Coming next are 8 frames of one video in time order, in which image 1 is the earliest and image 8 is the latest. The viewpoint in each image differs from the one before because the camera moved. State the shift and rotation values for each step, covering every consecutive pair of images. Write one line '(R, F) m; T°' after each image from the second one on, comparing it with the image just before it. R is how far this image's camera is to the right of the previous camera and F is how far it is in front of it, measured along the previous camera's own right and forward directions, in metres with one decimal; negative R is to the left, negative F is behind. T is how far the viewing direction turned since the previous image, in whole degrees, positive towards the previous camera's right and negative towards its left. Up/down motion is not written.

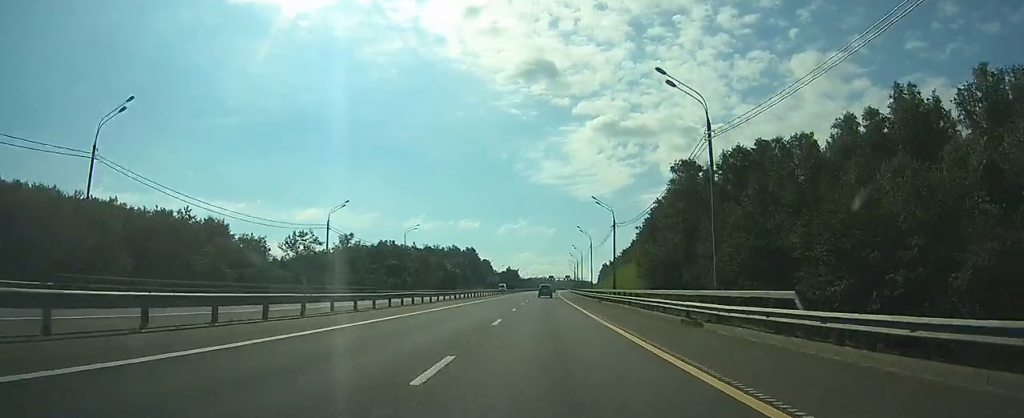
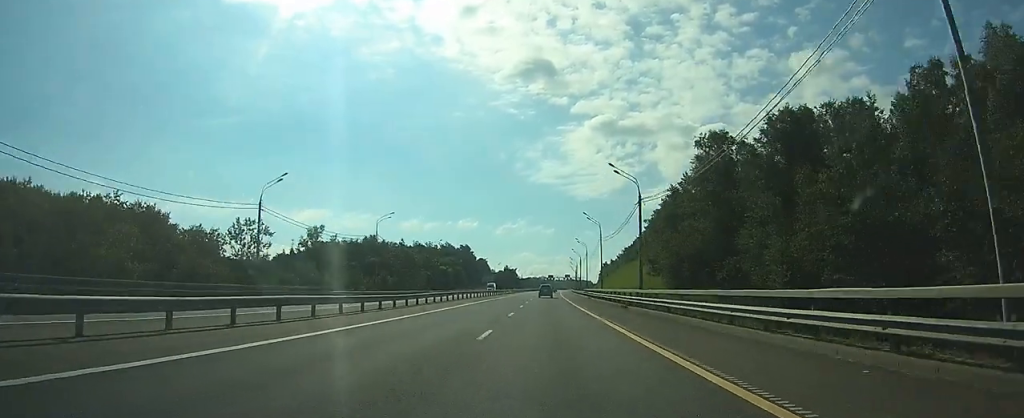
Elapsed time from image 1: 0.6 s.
(-0.1, +17.1) m; 0°
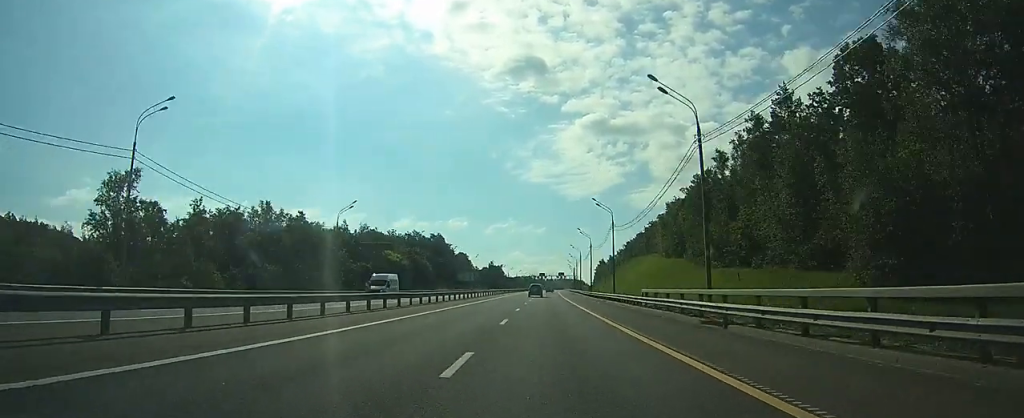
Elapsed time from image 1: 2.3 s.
(+0.3, +52.9) m; +1°
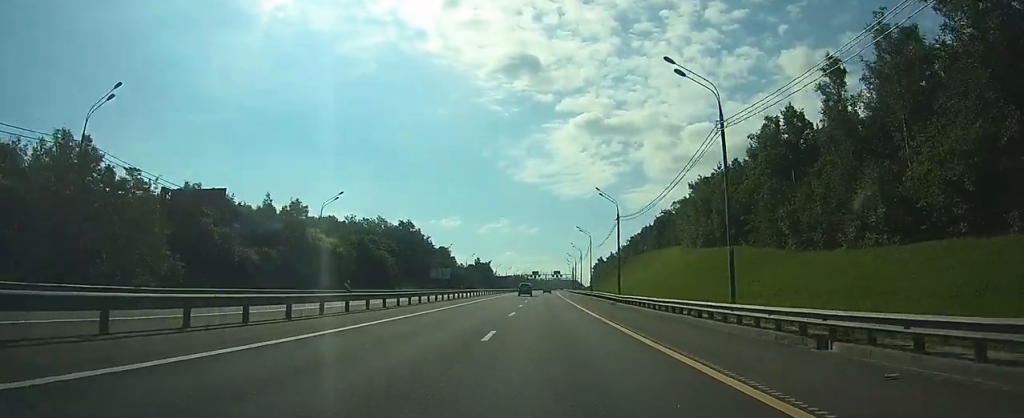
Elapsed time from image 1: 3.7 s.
(+0.2, +41.5) m; +1°
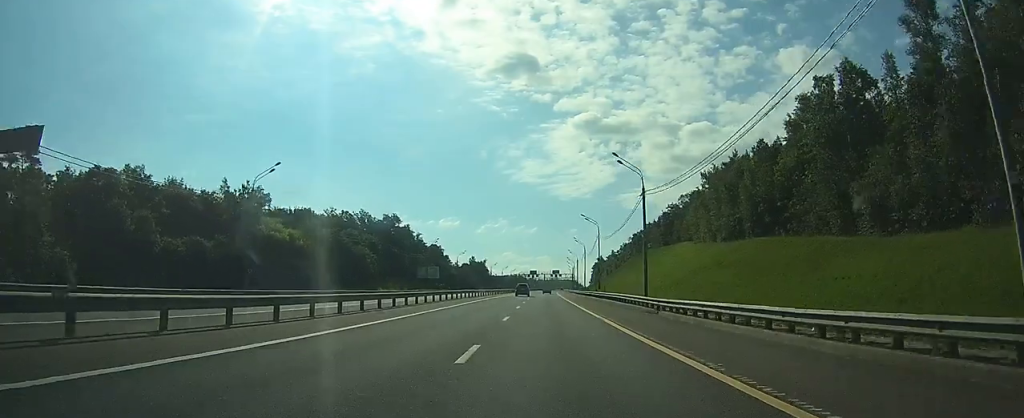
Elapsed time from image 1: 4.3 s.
(0.0, +15.7) m; 0°
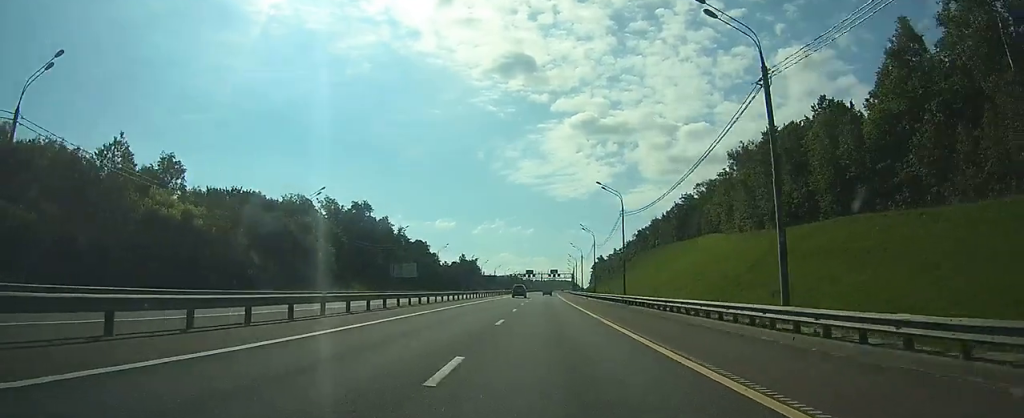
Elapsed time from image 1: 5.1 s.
(+0.1, +25.4) m; 0°
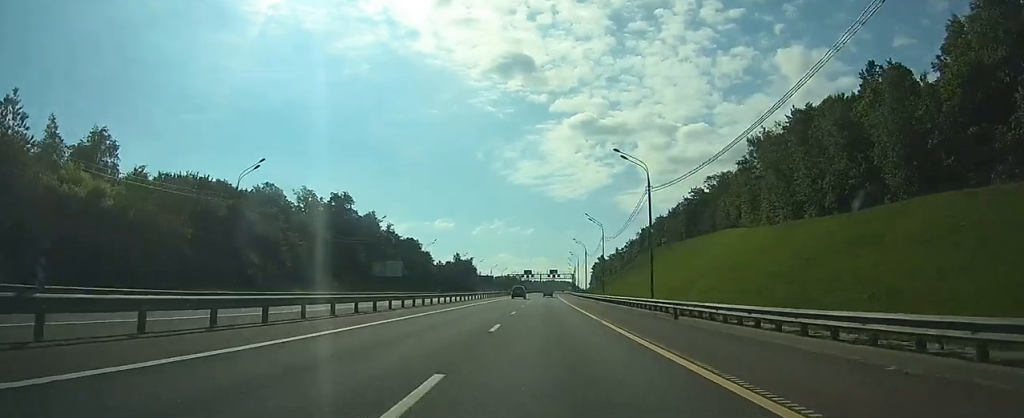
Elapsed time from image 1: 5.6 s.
(0.0, +13.7) m; 0°
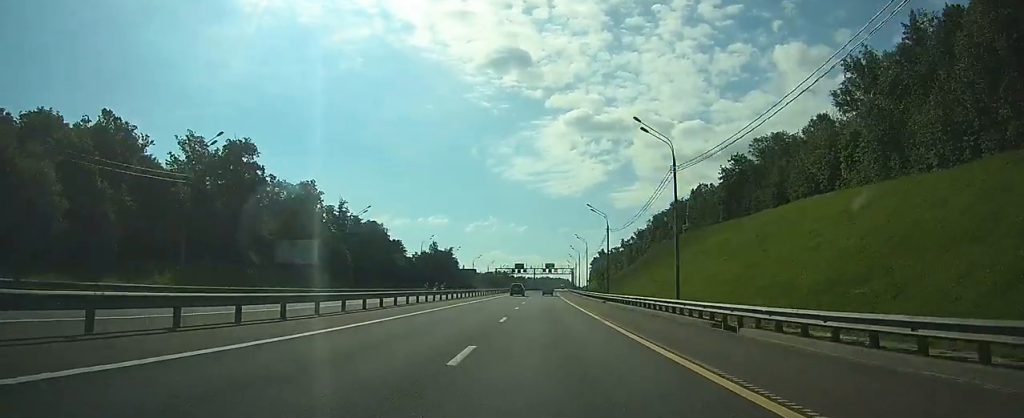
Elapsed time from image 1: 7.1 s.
(+0.1, +42.9) m; 0°
